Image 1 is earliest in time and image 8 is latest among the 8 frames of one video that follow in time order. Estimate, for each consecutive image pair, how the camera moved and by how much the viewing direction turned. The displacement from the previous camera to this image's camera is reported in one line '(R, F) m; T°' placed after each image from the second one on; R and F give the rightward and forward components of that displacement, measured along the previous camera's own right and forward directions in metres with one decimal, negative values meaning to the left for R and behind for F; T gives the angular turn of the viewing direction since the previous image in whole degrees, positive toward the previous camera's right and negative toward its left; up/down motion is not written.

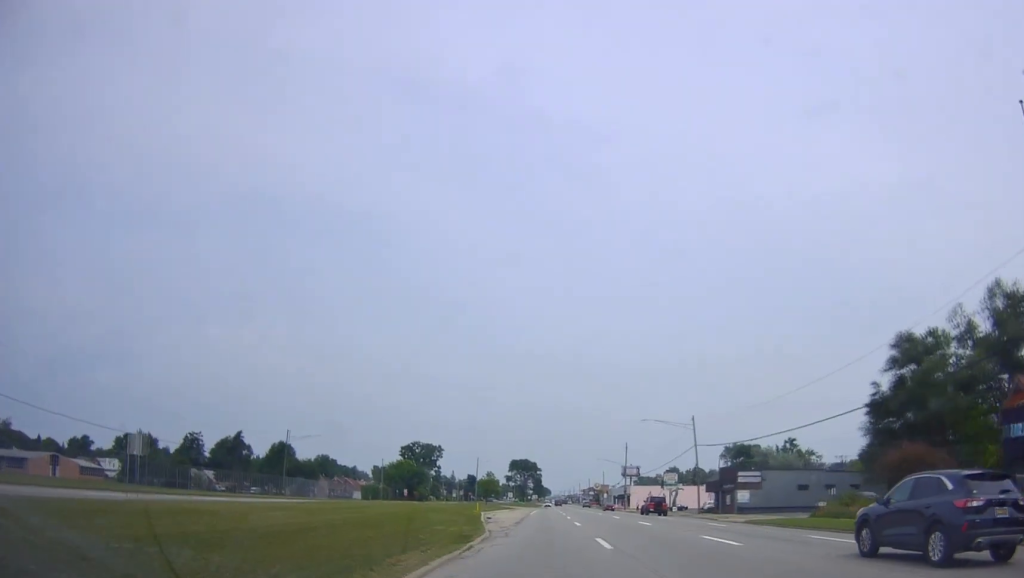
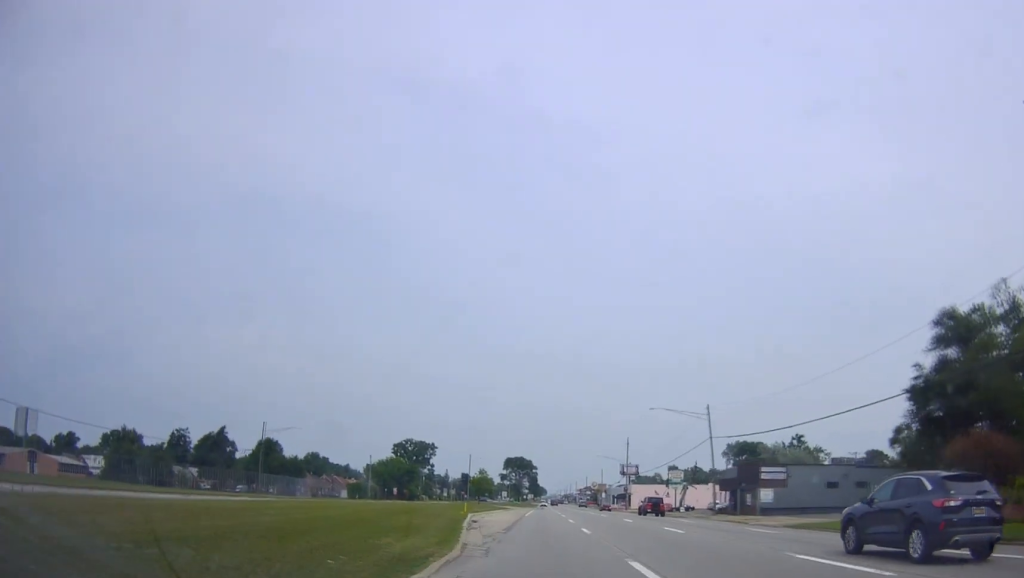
(-0.2, +8.2) m; 0°
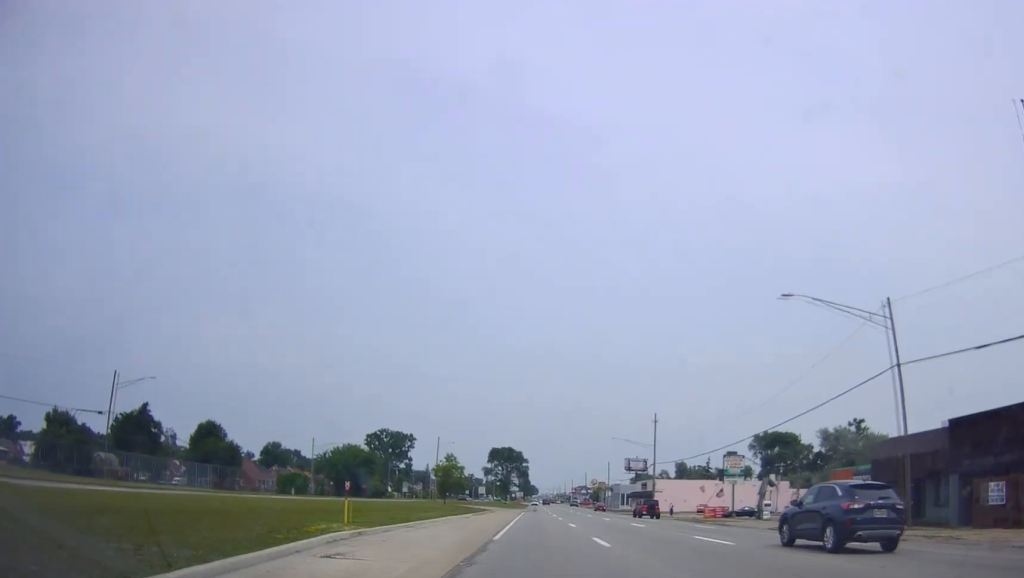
(0.0, +36.2) m; -1°
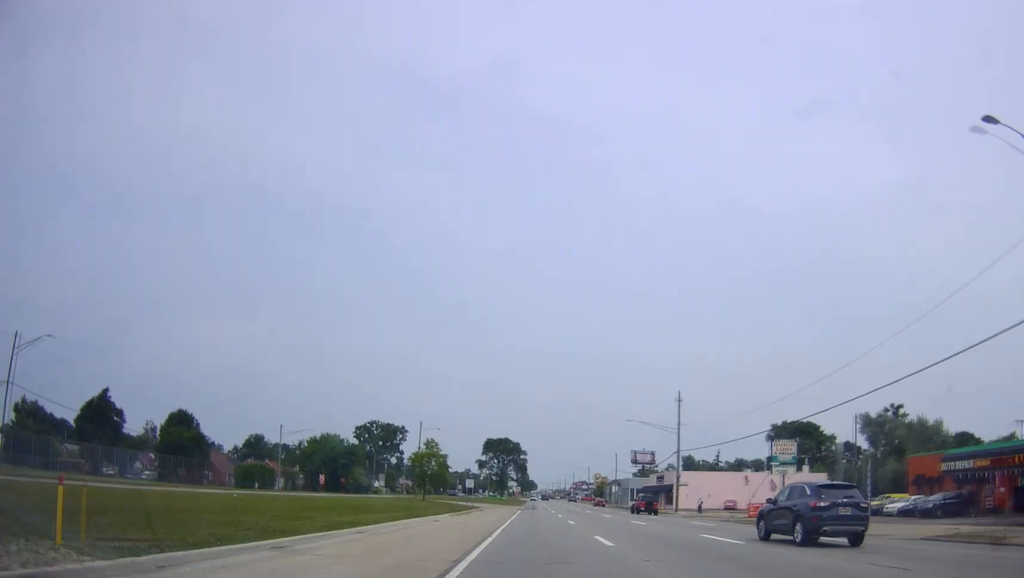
(-0.2, +15.8) m; 0°
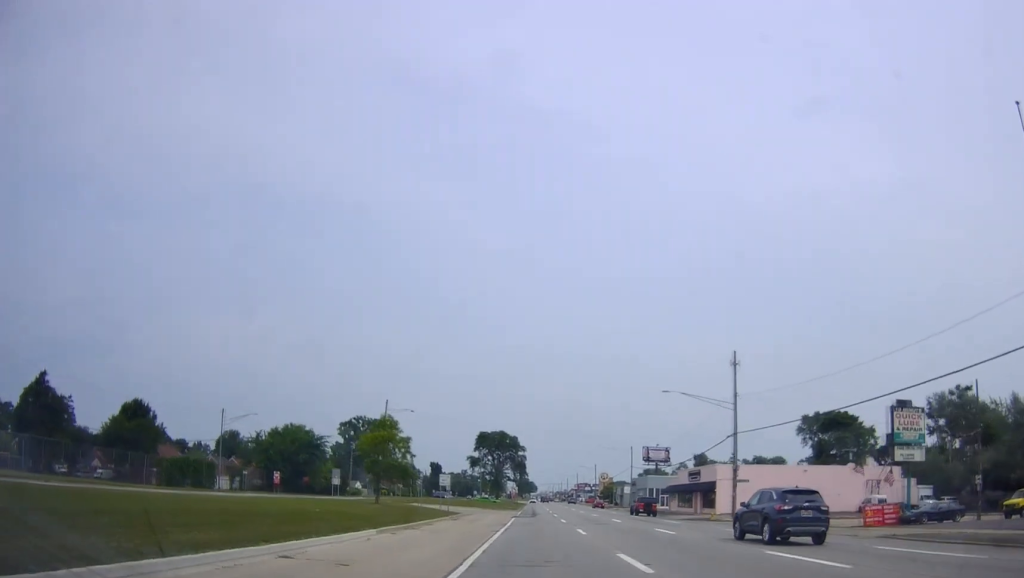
(+0.3, +21.7) m; +2°
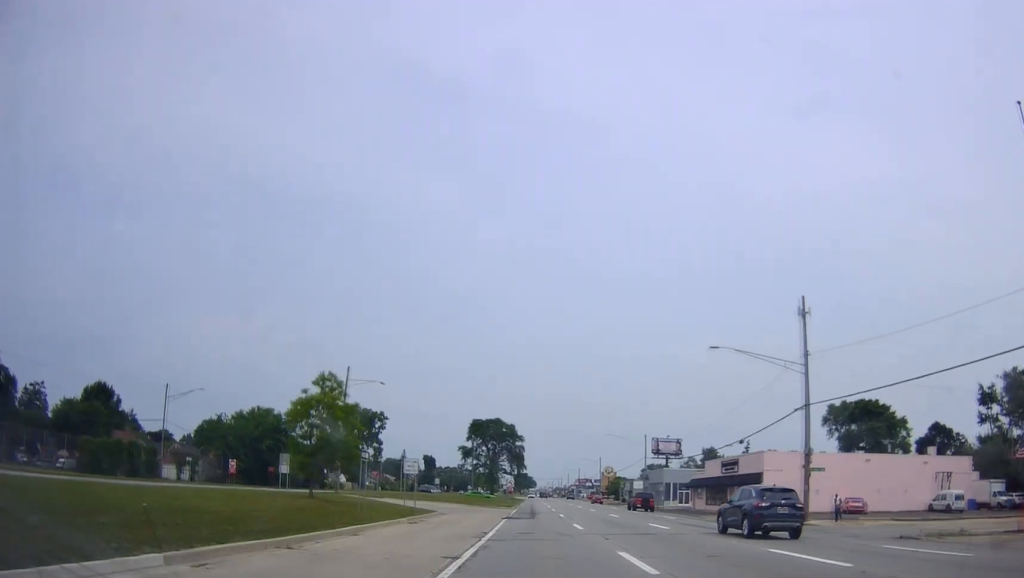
(+0.4, +15.1) m; +1°
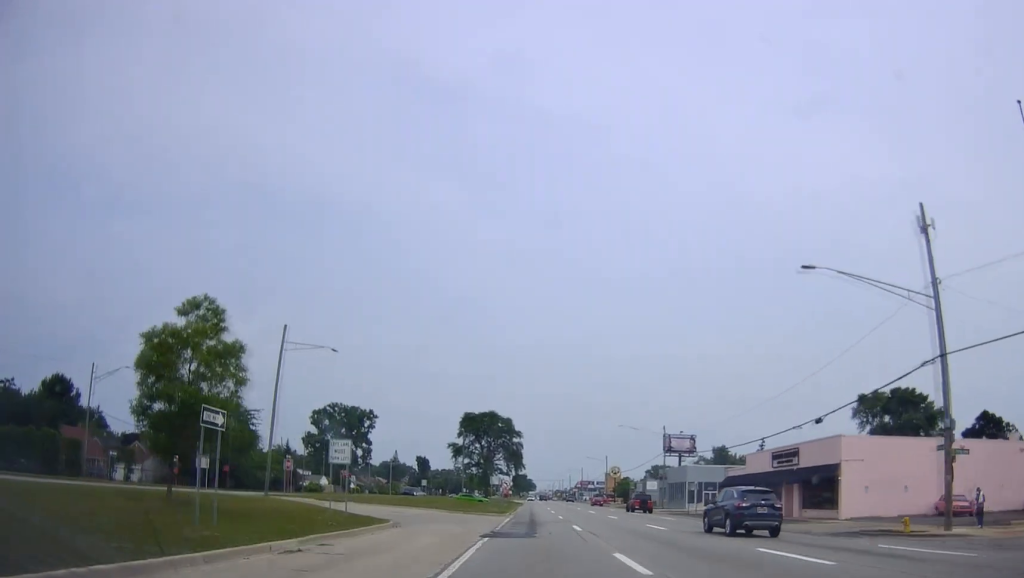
(-0.3, +14.9) m; 0°
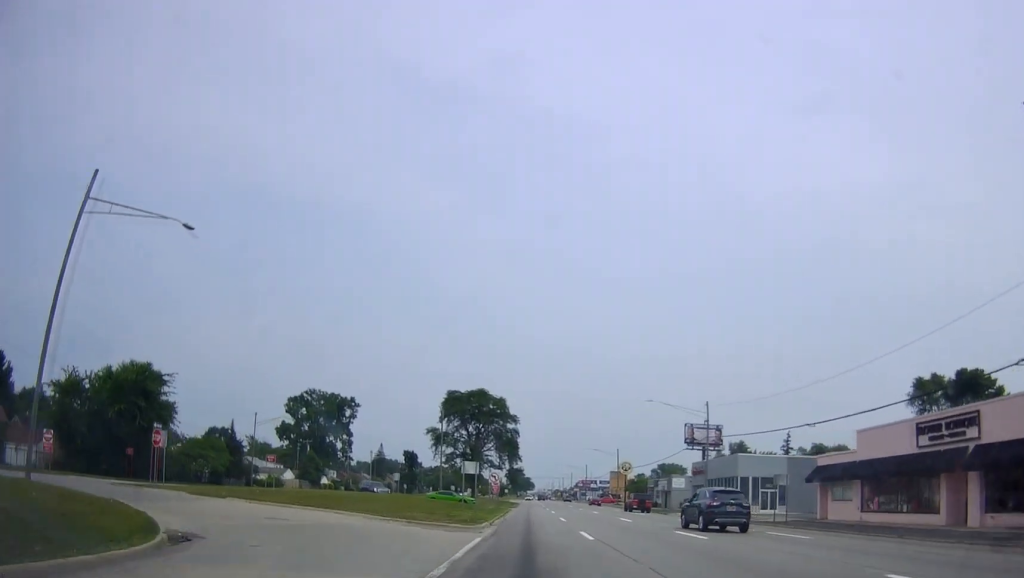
(+0.3, +22.0) m; -1°
